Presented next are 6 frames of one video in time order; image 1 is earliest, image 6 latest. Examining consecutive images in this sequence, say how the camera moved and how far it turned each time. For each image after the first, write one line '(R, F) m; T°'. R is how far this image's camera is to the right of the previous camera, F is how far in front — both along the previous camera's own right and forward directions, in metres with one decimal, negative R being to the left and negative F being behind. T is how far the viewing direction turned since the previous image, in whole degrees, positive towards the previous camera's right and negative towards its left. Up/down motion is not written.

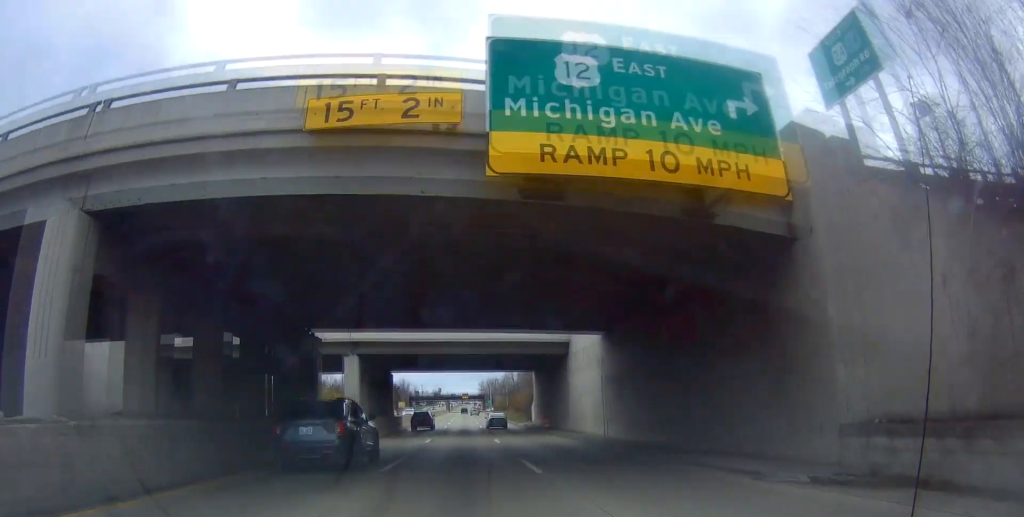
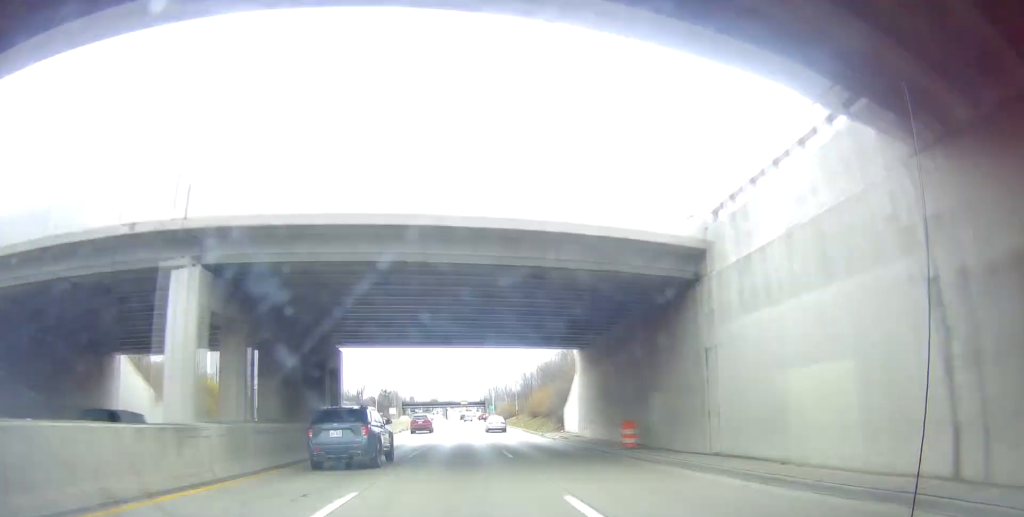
(+0.7, +22.7) m; +1°
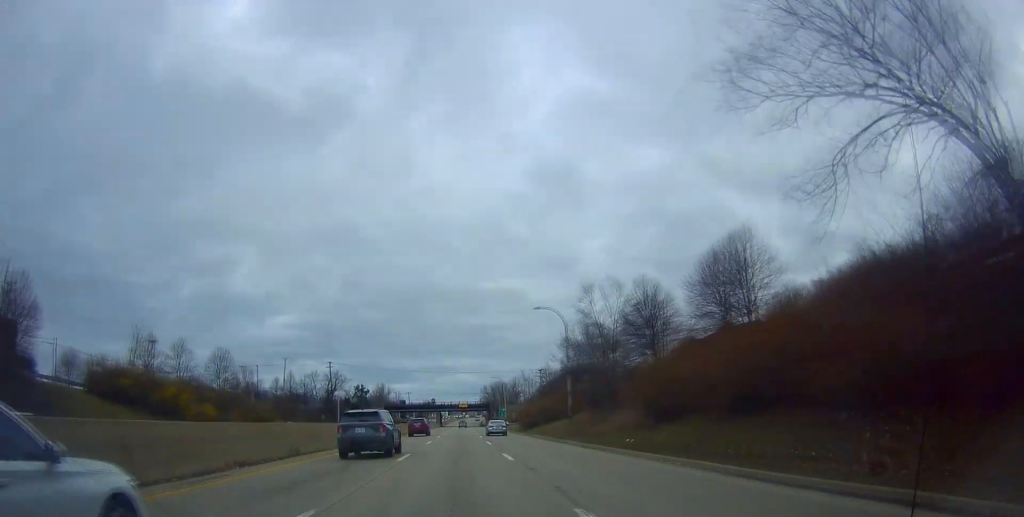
(+0.3, +46.3) m; +1°
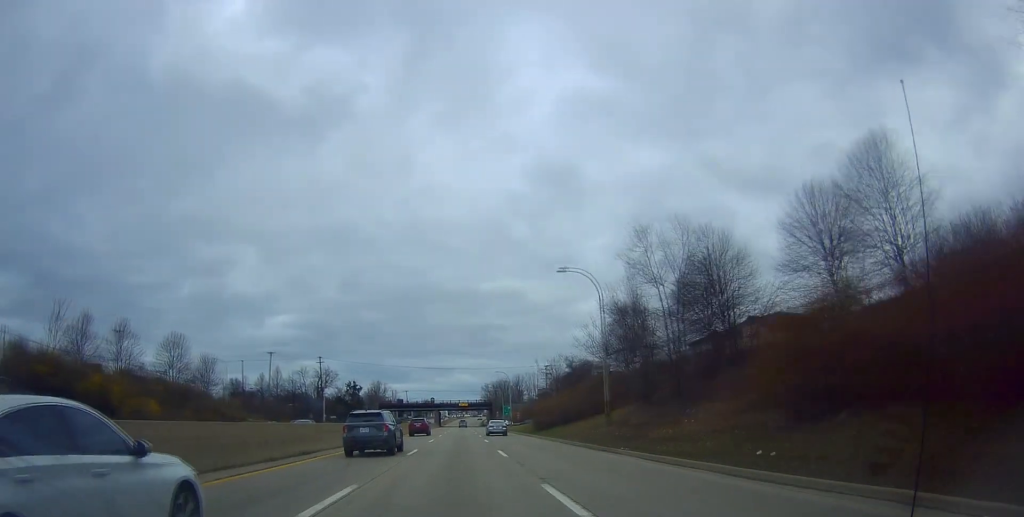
(-0.3, +11.7) m; 0°
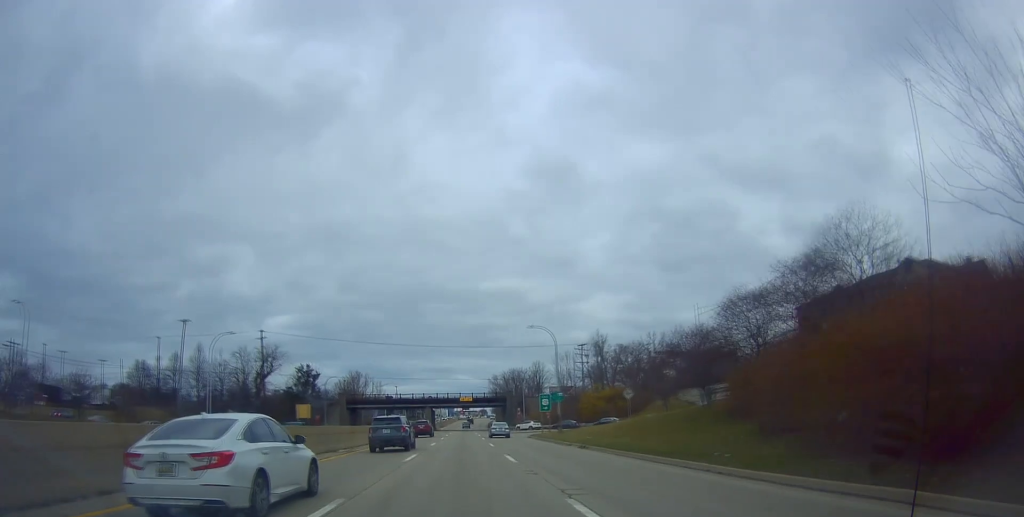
(-0.7, +46.7) m; -2°
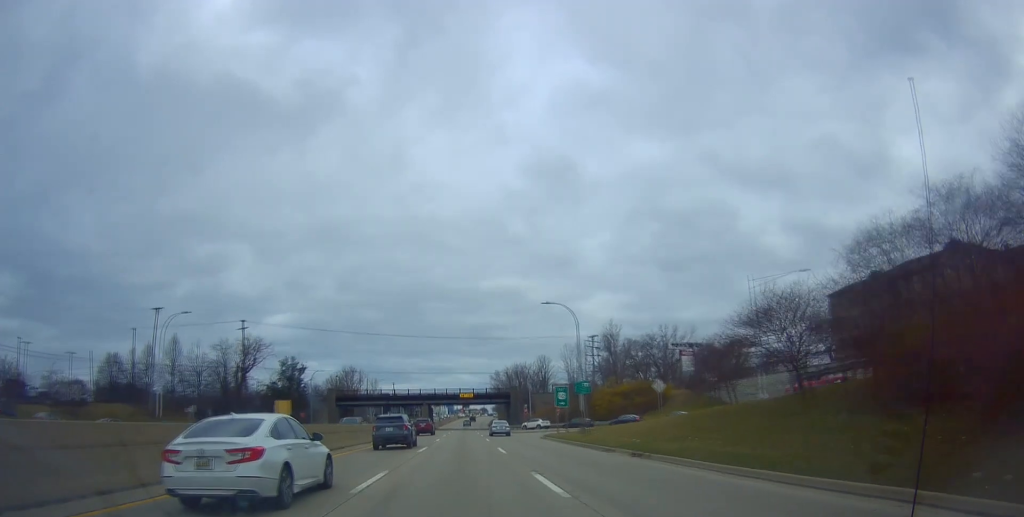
(-0.1, +9.7) m; 0°
